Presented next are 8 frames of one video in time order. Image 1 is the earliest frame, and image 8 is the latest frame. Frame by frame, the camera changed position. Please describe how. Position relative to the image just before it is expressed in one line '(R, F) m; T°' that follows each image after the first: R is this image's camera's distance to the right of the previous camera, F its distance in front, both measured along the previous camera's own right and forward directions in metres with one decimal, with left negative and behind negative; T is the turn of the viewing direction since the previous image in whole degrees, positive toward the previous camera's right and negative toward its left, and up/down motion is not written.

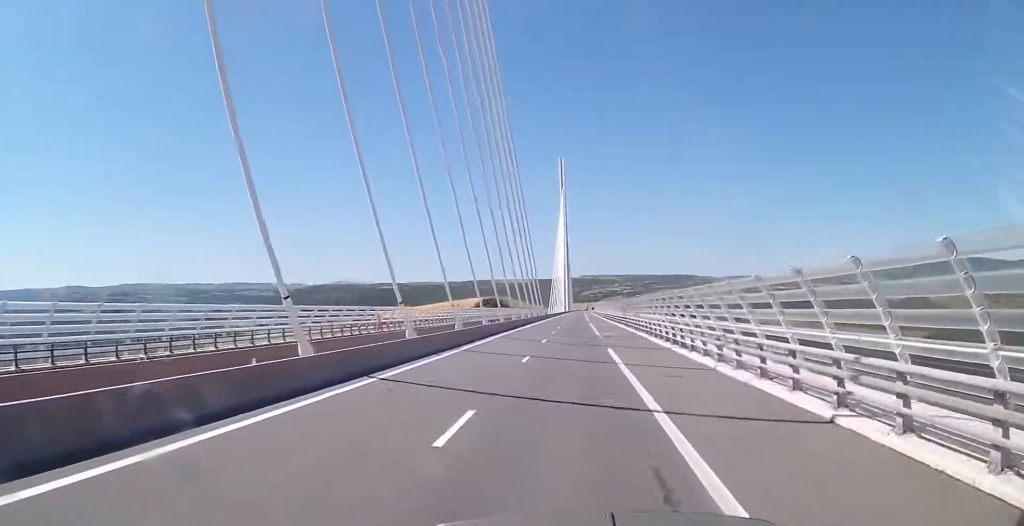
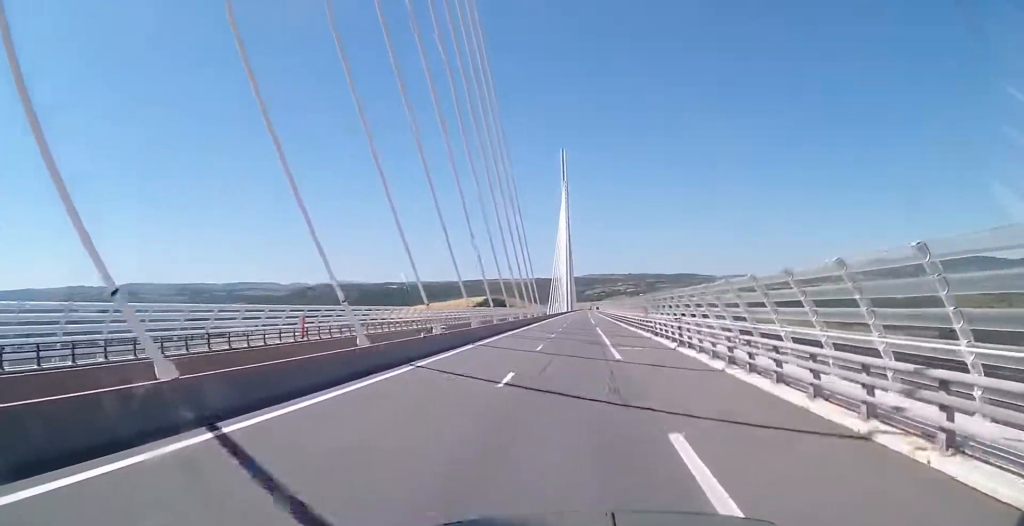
(+0.2, +19.3) m; 0°
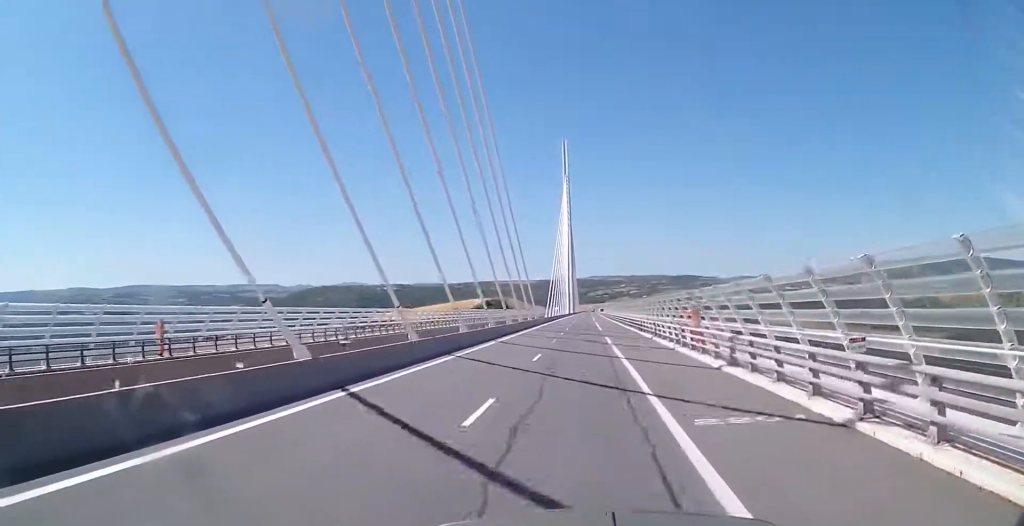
(+0.1, +18.3) m; 0°
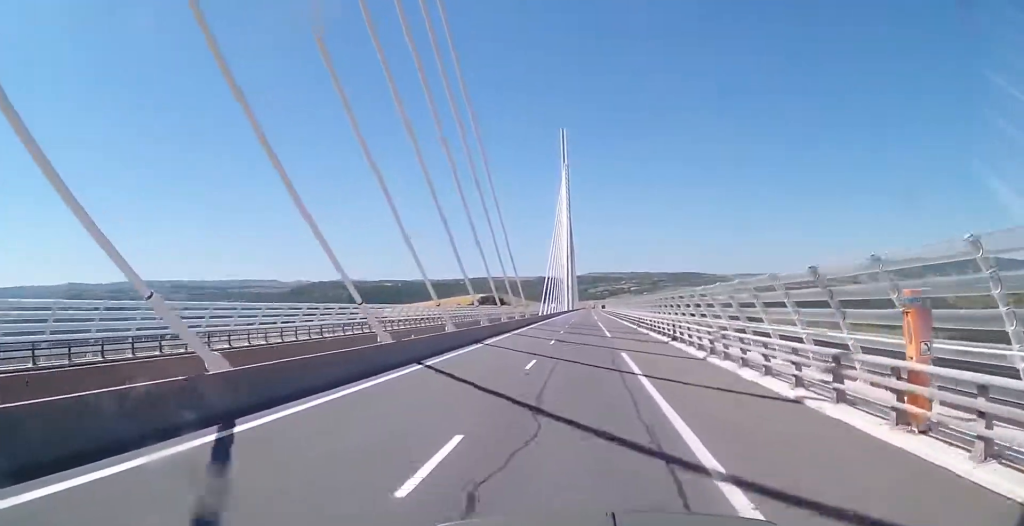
(-0.3, +17.3) m; 0°
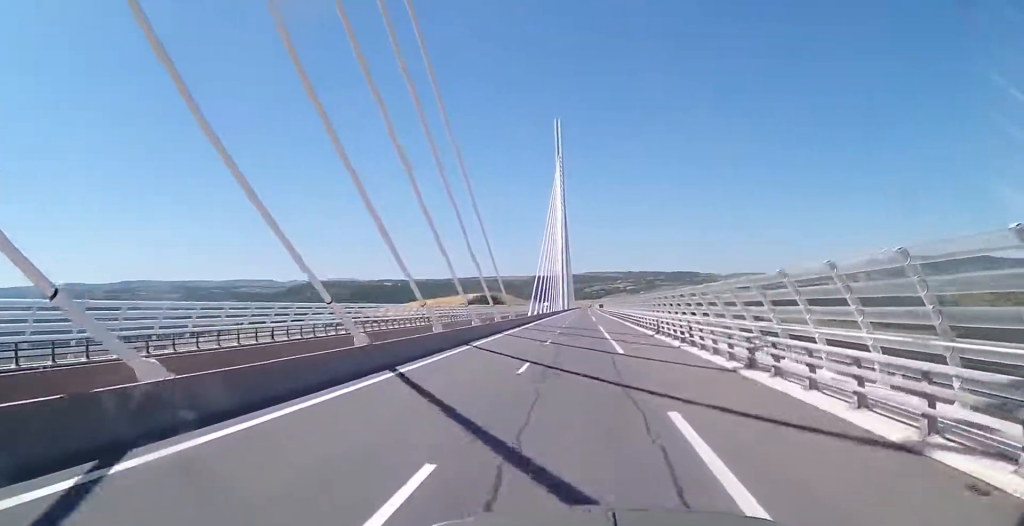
(+0.1, +14.9) m; 0°
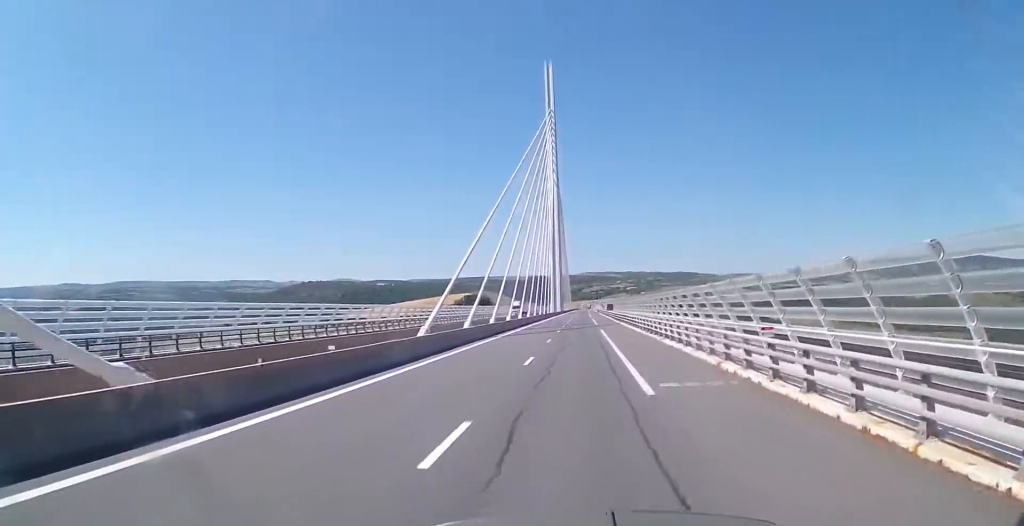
(0.0, +62.5) m; 0°
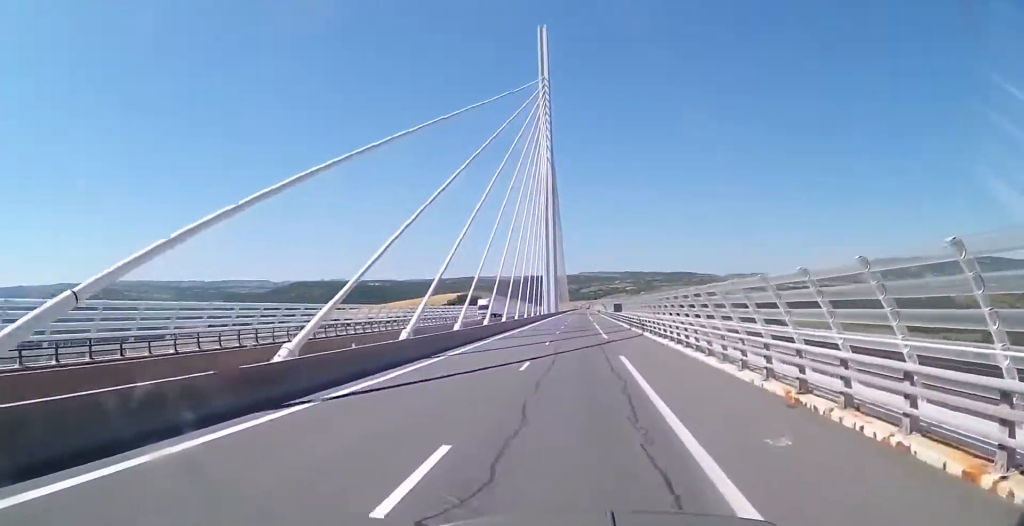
(-0.1, +27.8) m; 0°
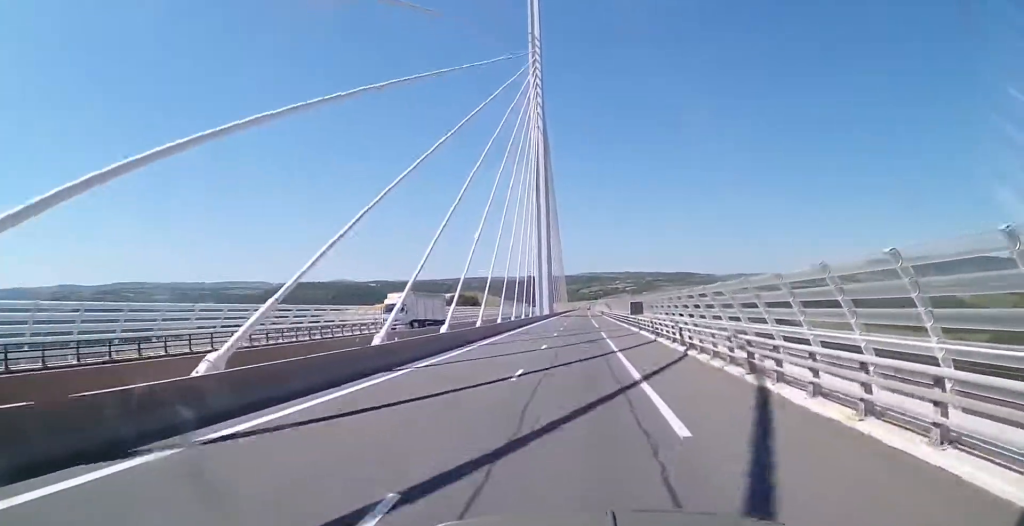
(+0.2, +28.7) m; +1°
